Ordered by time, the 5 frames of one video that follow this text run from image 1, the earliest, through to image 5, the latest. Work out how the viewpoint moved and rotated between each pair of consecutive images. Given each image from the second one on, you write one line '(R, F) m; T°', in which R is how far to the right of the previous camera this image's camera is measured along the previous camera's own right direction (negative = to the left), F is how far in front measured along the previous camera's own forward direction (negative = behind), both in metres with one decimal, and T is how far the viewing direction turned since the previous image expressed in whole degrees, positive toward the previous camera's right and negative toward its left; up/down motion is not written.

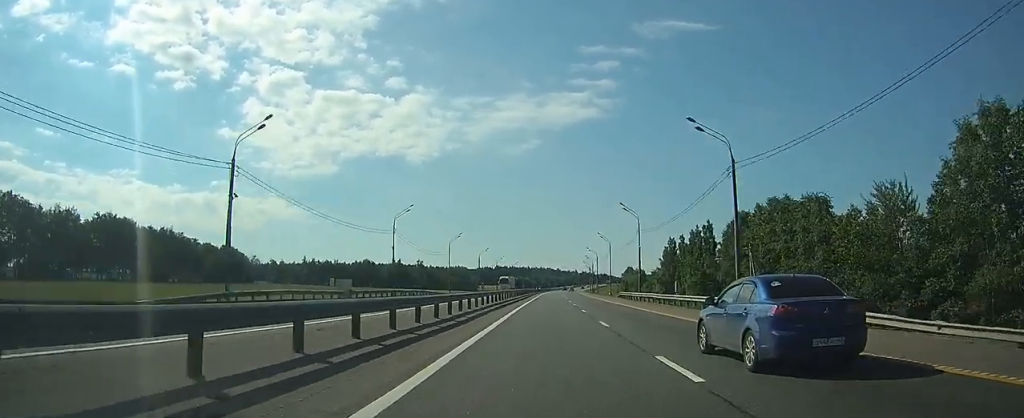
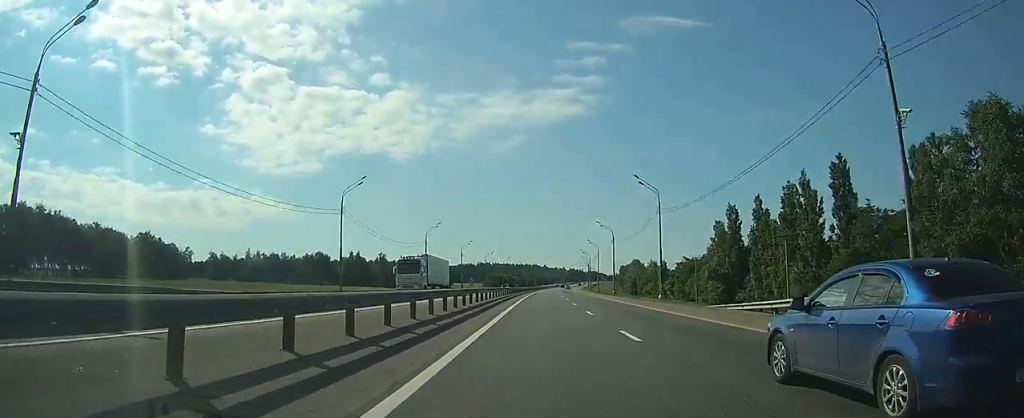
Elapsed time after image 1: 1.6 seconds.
(+0.9, +54.2) m; +2°
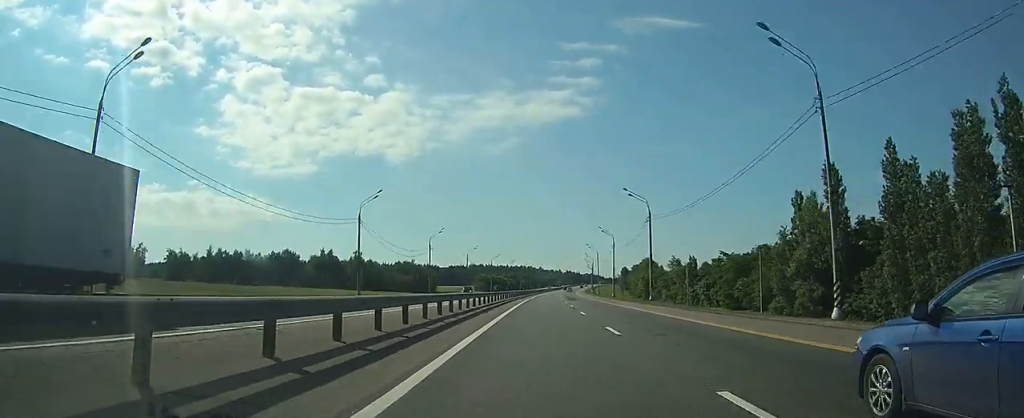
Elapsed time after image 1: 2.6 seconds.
(+0.1, +33.2) m; 0°
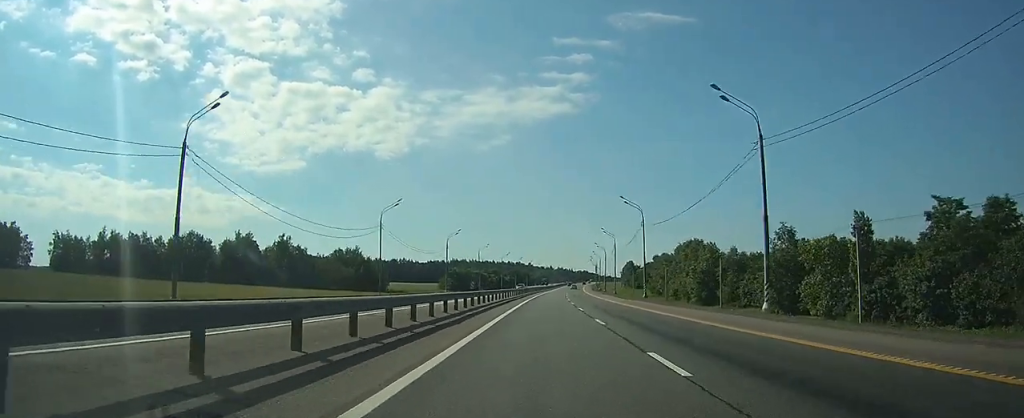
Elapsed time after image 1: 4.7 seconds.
(0.0, +67.6) m; +1°
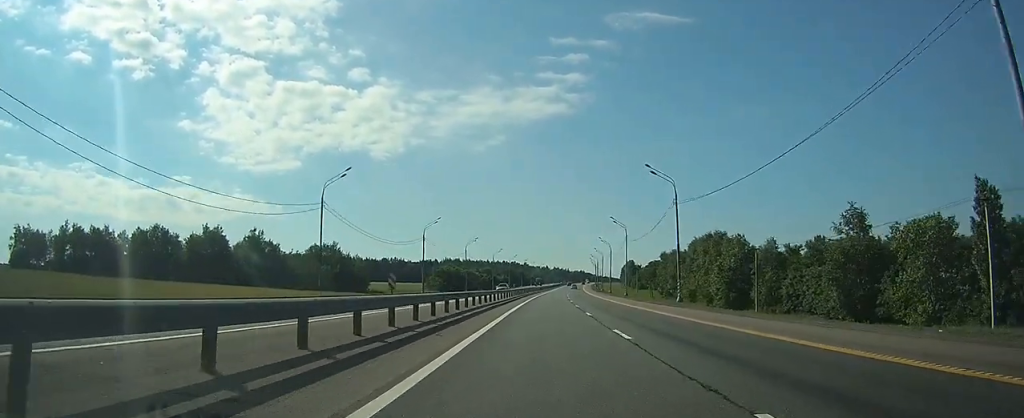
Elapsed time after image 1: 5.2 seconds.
(+0.2, +17.8) m; +1°
